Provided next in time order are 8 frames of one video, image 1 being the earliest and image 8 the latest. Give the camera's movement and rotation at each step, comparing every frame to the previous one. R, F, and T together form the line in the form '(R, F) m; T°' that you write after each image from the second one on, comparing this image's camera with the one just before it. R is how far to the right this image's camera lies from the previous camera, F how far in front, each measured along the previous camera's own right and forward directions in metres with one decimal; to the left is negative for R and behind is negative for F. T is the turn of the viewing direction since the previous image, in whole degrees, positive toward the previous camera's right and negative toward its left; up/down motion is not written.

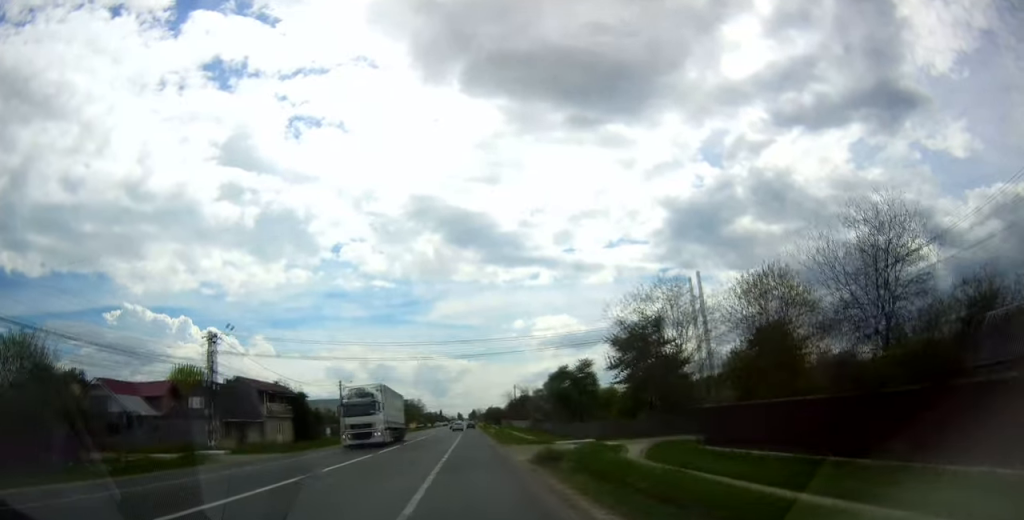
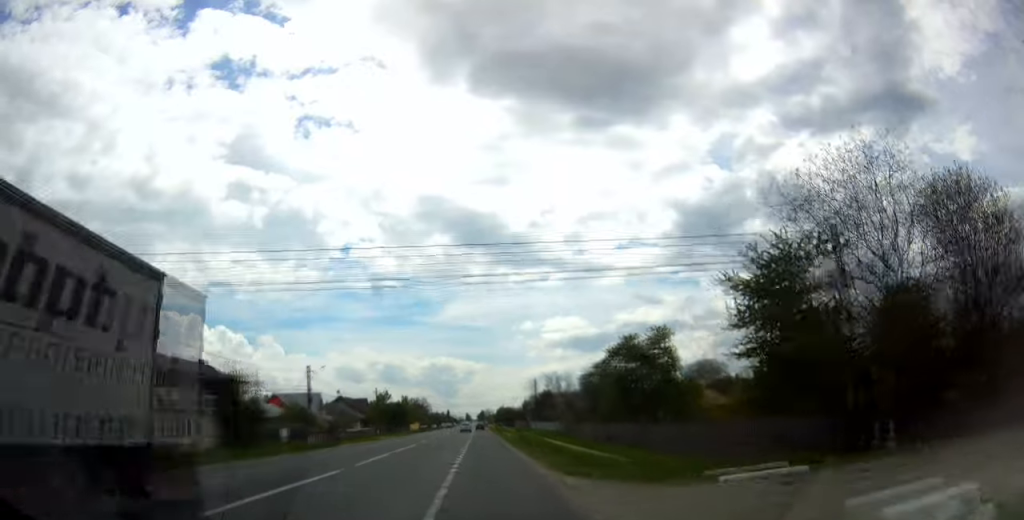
(0.0, +20.5) m; 0°
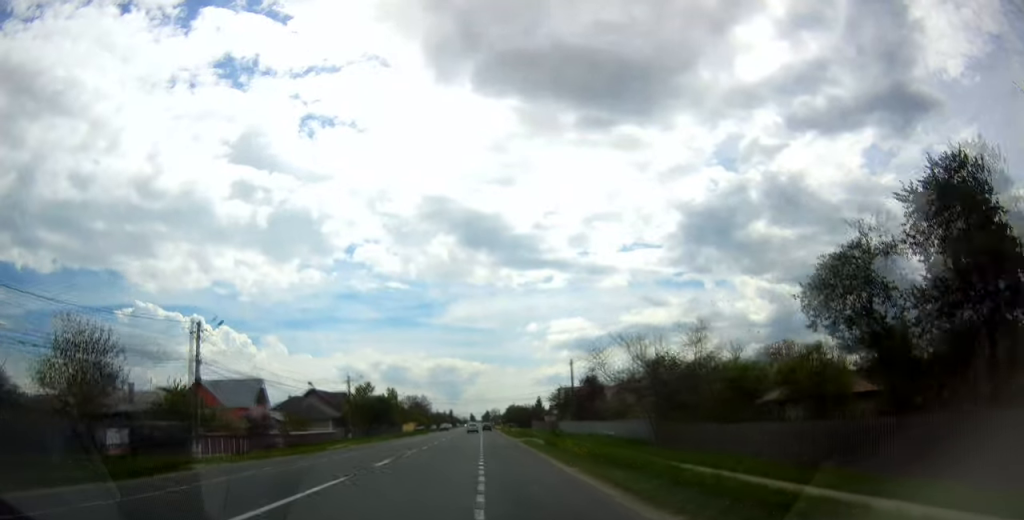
(0.0, +27.4) m; -1°
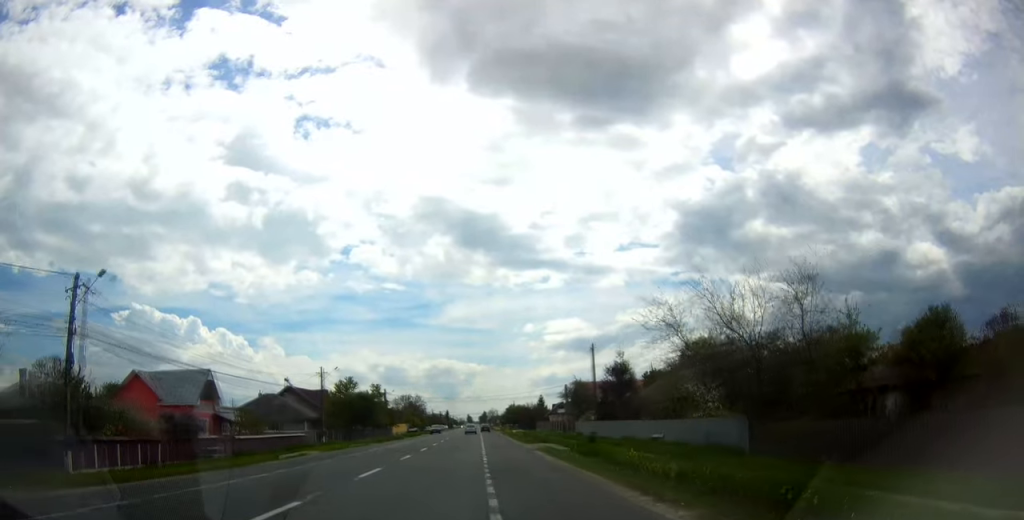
(0.0, +12.0) m; 0°
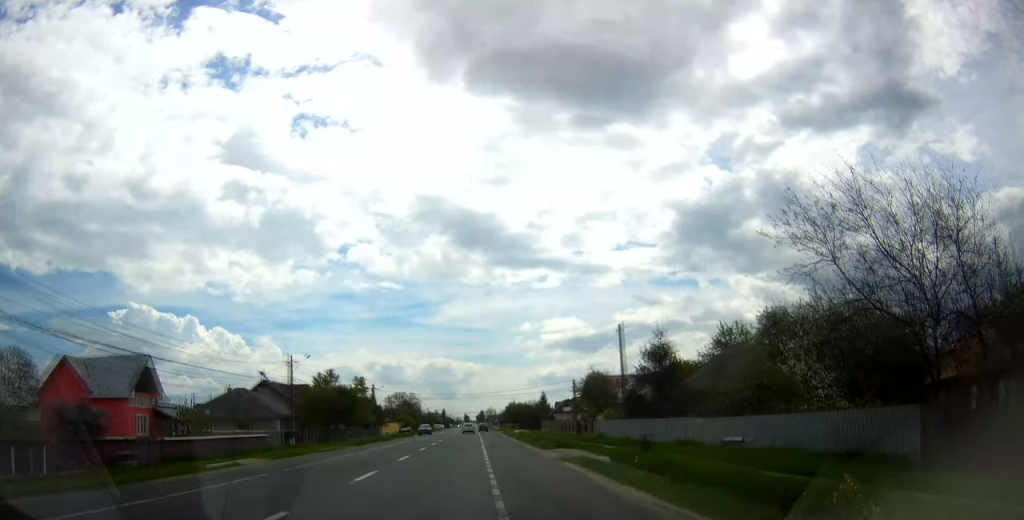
(-0.1, +10.3) m; 0°
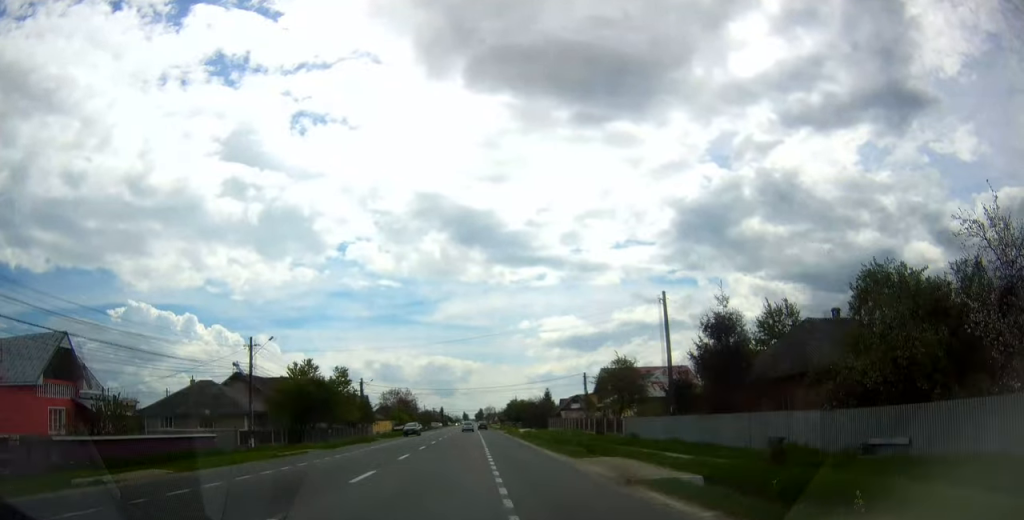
(-0.2, +9.5) m; 0°
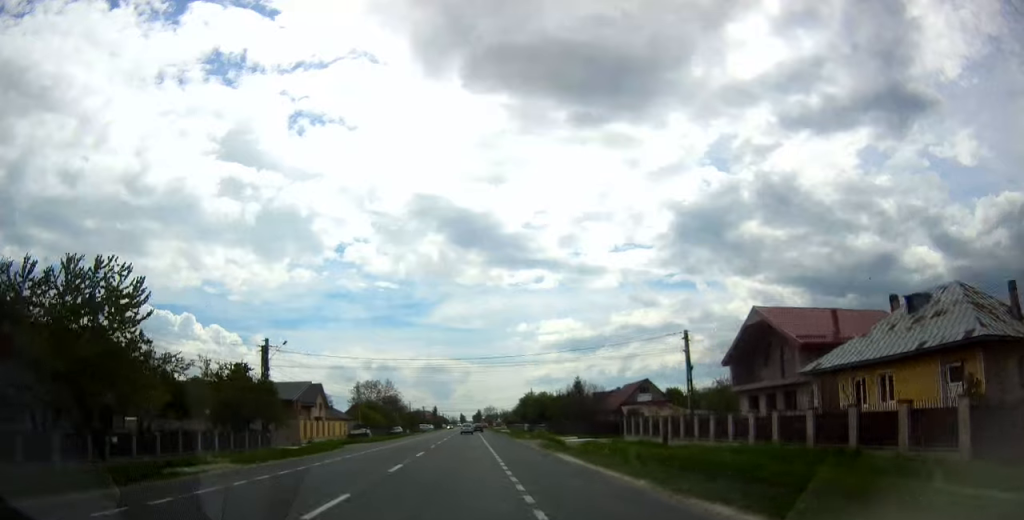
(0.0, +40.4) m; 0°
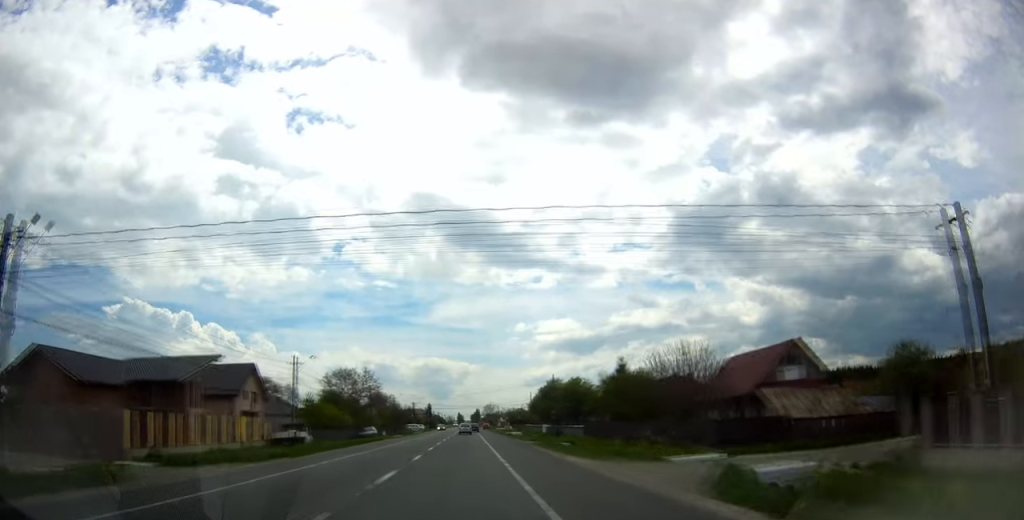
(+0.5, +29.3) m; +1°
